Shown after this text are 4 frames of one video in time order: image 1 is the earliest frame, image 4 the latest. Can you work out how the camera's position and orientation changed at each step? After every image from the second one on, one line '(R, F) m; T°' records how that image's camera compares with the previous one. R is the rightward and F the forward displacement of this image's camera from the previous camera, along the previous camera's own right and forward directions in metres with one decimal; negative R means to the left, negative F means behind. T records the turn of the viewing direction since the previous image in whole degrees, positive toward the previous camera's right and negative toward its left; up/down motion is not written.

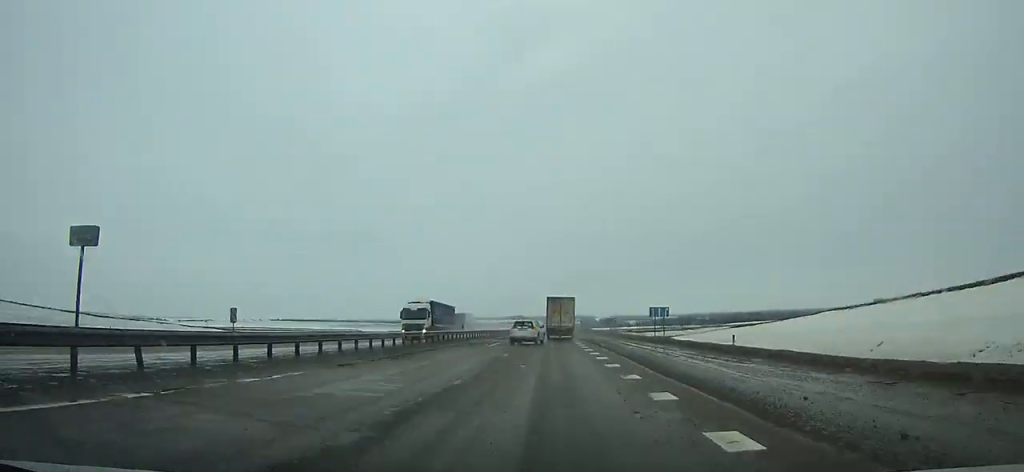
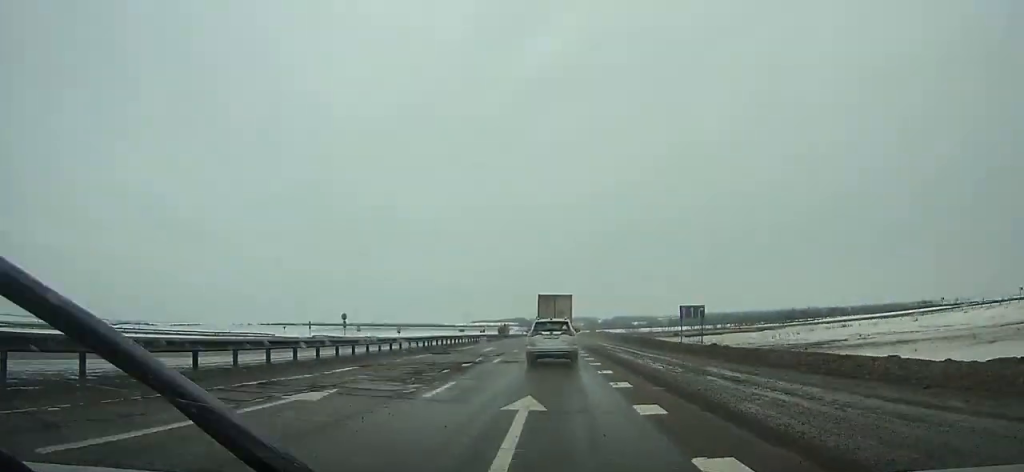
(0.0, +62.1) m; 0°
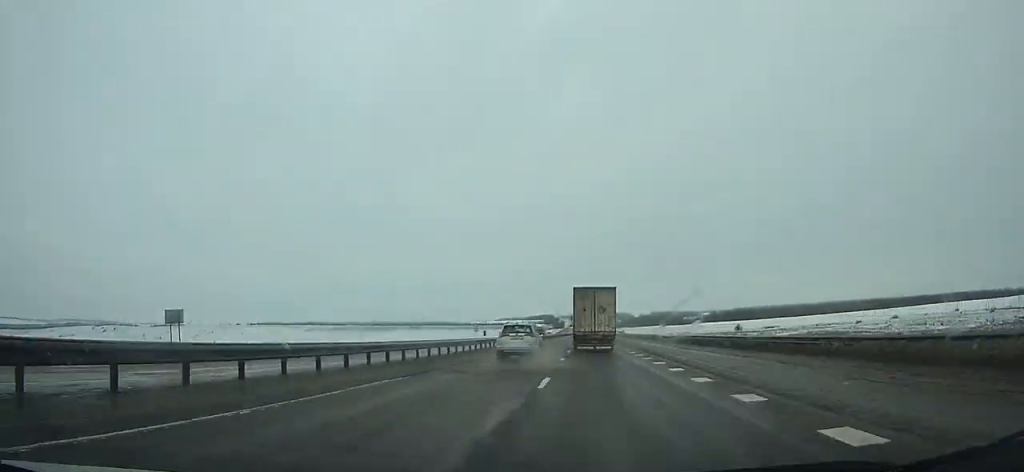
(-3.5, +194.0) m; -2°
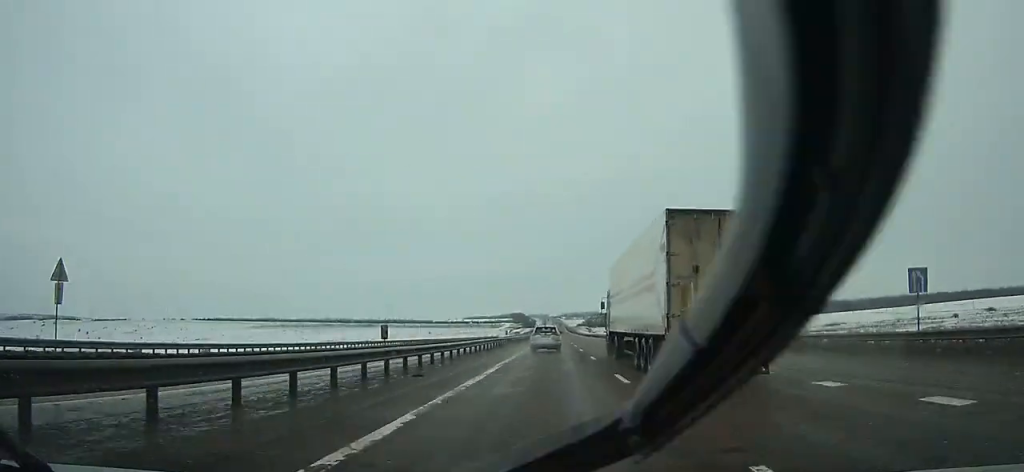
(+1.7, +110.0) m; +2°
